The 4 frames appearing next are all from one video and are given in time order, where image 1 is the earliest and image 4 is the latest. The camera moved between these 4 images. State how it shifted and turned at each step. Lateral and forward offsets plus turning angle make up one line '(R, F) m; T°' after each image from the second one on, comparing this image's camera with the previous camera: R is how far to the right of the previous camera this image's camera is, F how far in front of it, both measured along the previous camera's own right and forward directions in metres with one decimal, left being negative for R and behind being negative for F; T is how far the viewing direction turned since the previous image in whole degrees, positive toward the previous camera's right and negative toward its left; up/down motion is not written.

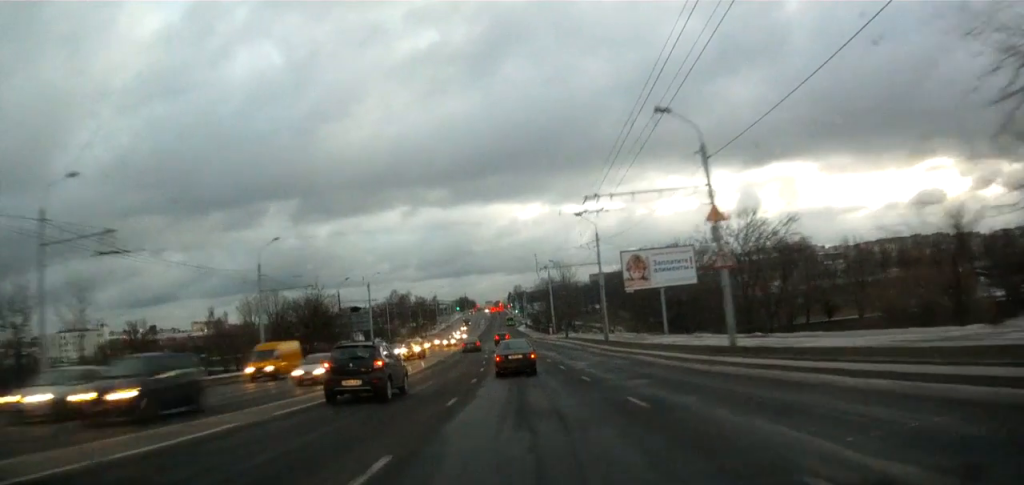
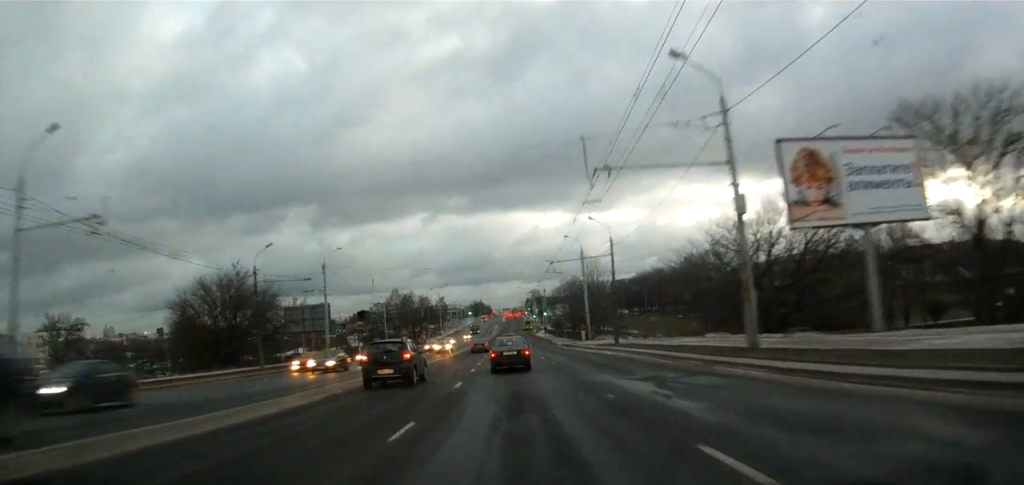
(-1.7, +29.7) m; -4°
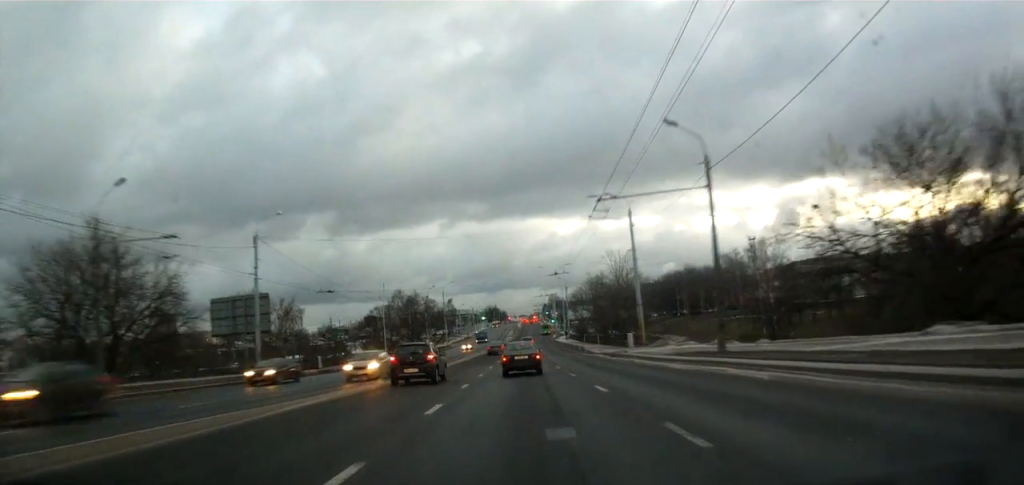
(+0.4, +21.9) m; 0°
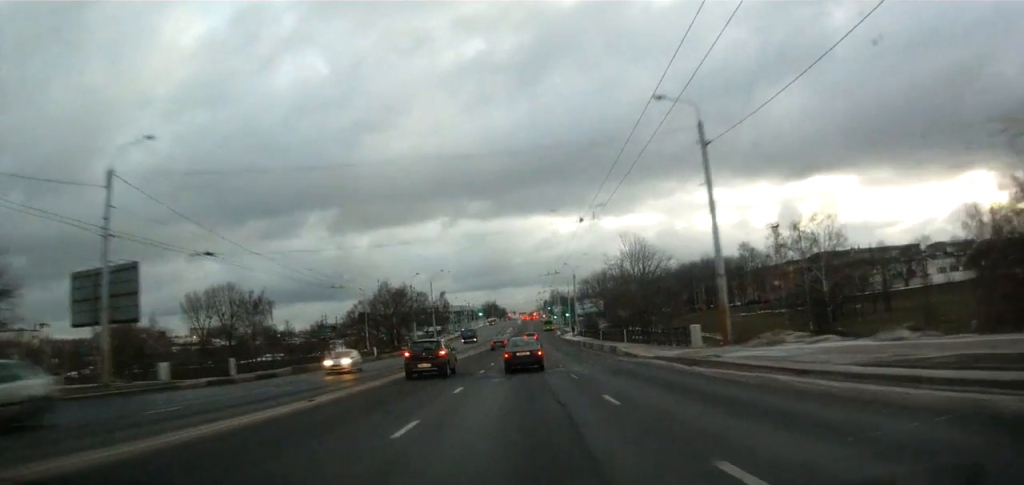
(-0.6, +19.2) m; -2°
